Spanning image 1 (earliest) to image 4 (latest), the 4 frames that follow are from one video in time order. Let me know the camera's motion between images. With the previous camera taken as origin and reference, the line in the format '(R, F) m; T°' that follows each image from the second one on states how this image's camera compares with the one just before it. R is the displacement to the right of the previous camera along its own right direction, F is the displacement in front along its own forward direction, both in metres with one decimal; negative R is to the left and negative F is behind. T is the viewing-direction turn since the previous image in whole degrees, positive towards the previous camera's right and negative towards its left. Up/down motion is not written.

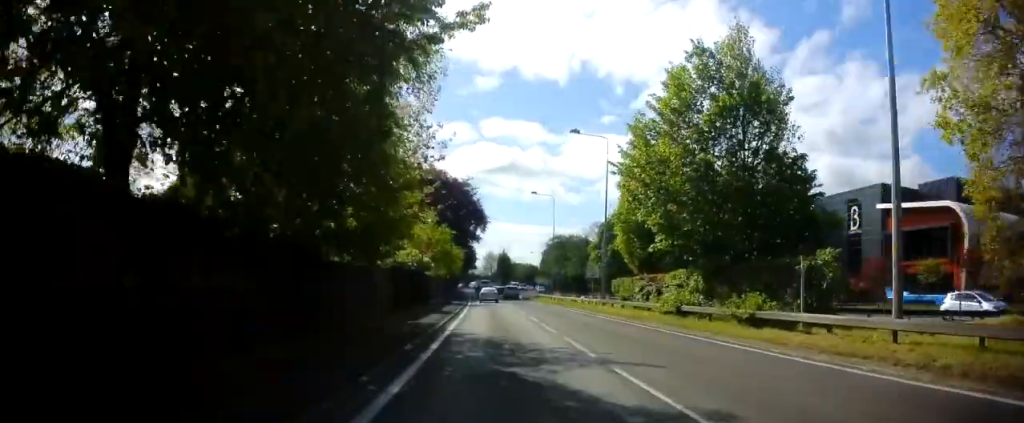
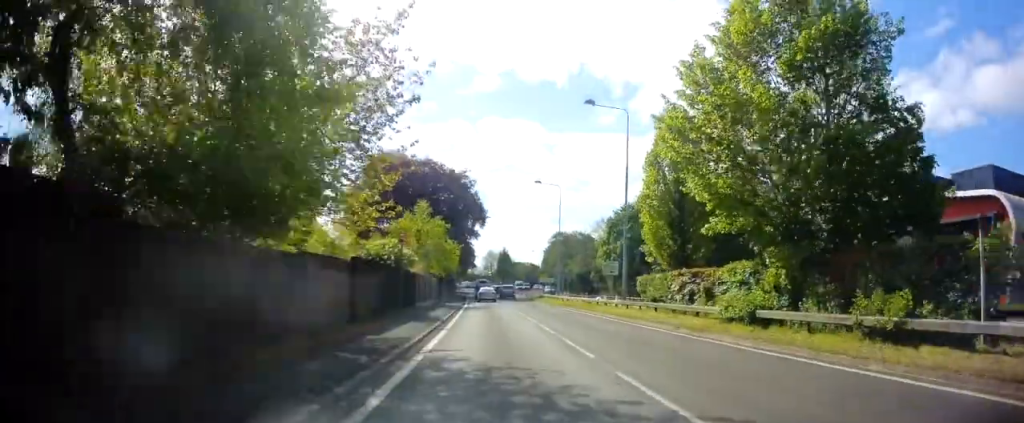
(-0.2, +6.3) m; +1°
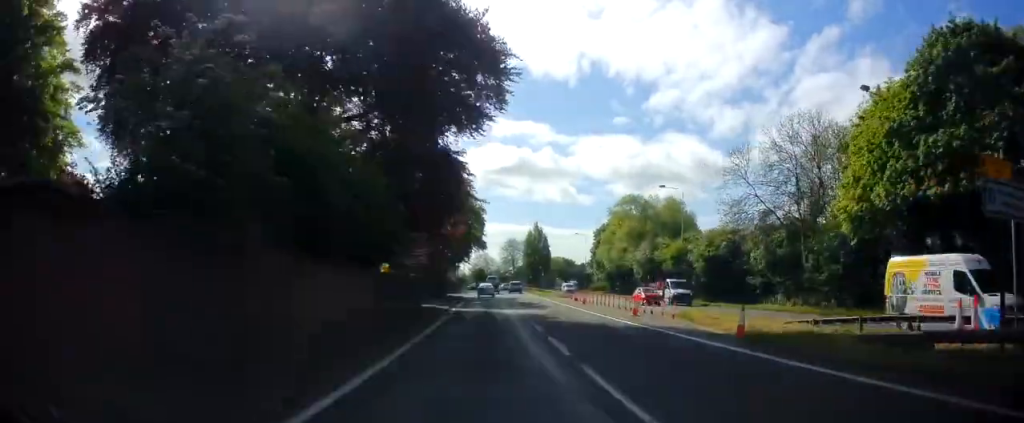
(-1.5, +58.6) m; -4°
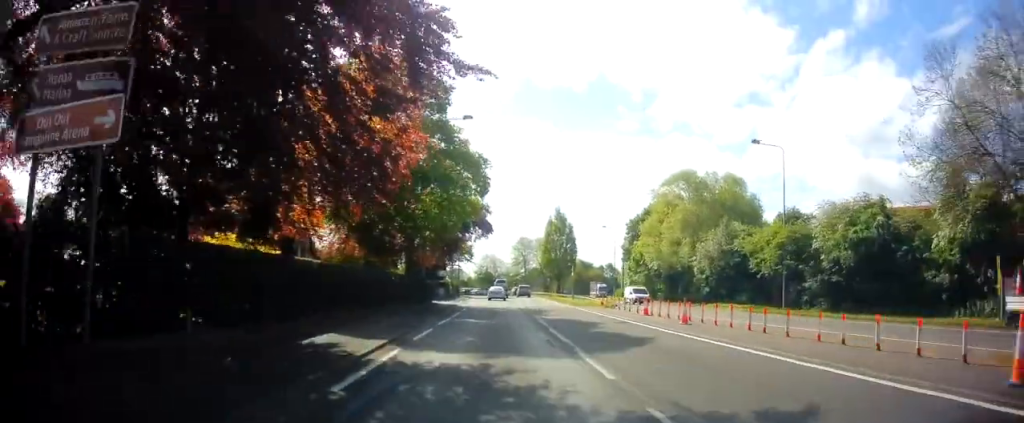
(0.0, +20.6) m; 0°
